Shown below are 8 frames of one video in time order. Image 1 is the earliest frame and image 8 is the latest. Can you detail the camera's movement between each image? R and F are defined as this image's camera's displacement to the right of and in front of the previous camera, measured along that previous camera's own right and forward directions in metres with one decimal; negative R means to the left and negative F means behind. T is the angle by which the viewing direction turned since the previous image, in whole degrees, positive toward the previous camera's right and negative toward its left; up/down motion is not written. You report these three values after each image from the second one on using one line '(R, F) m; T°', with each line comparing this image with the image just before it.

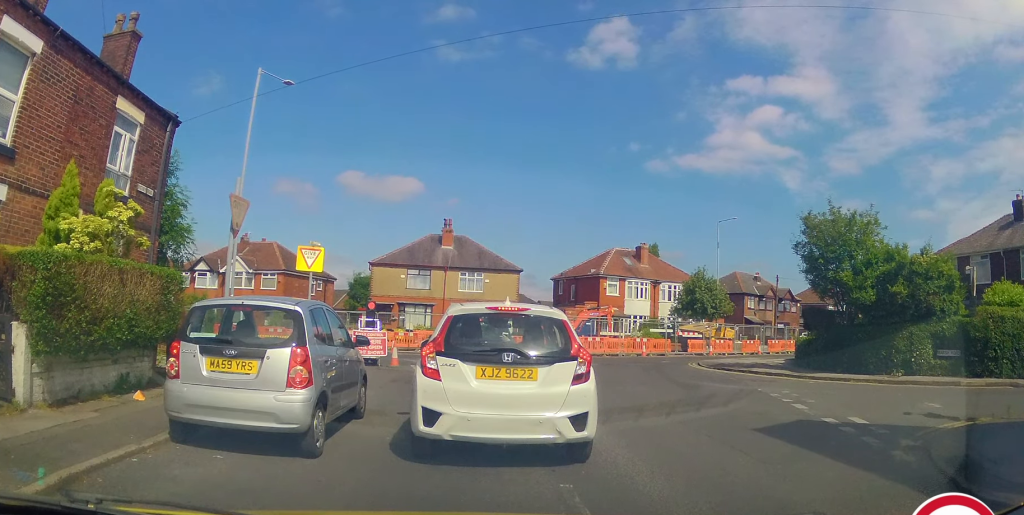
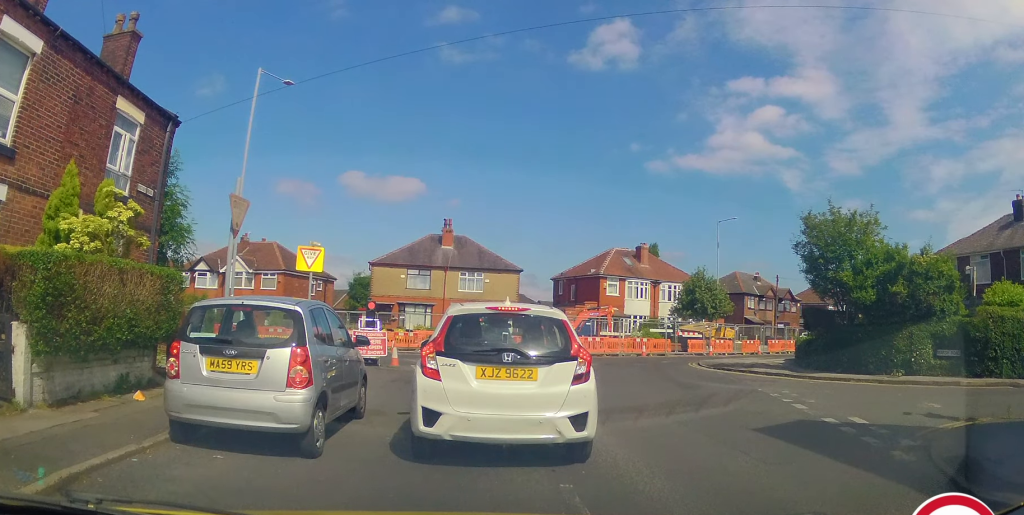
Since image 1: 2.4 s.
(0.0, 0.0) m; 0°
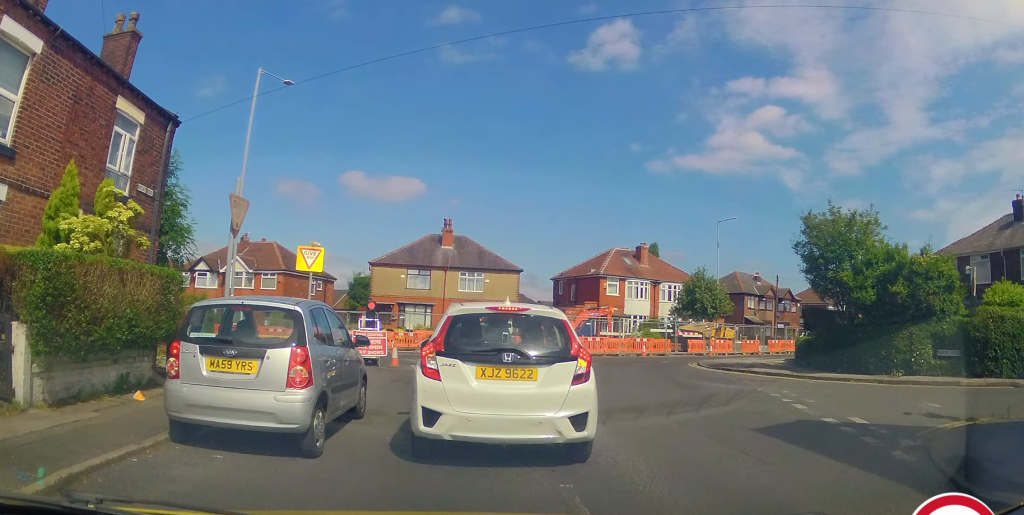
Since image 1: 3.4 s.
(0.0, 0.0) m; 0°
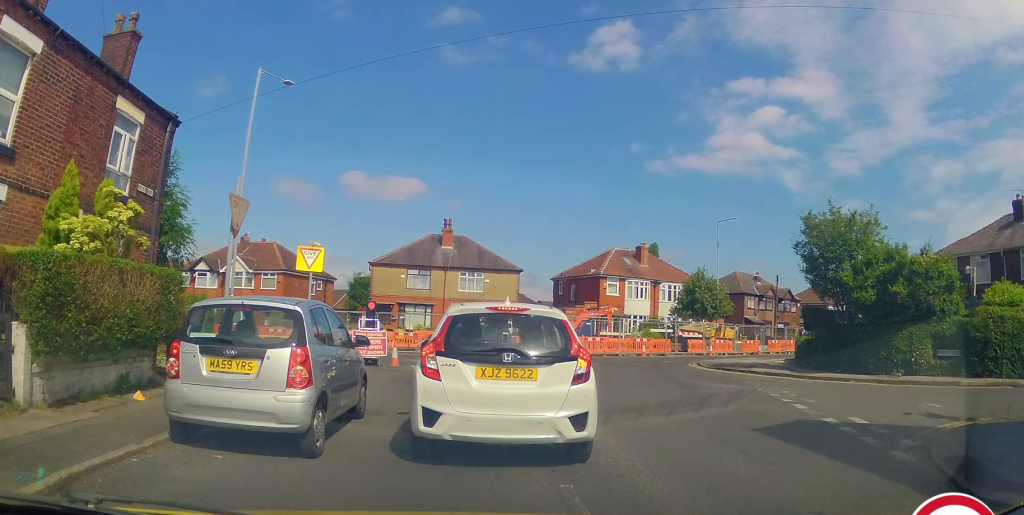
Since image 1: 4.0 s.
(0.0, 0.0) m; 0°
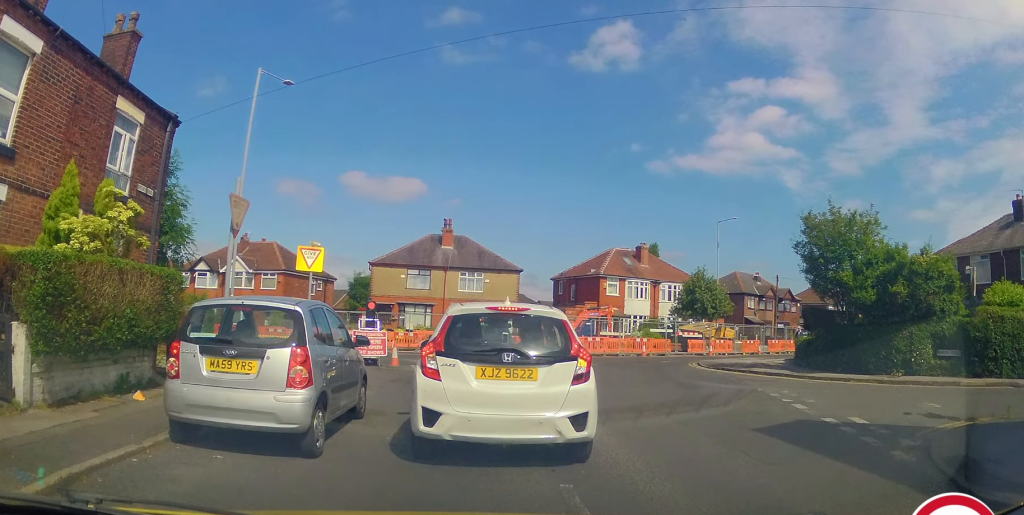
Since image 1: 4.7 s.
(0.0, 0.0) m; 0°
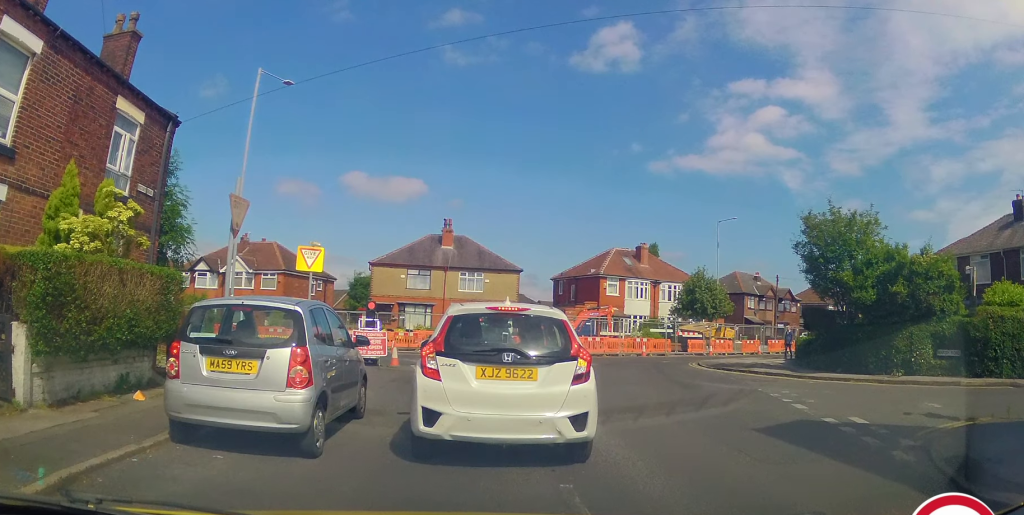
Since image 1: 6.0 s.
(0.0, 0.0) m; 0°
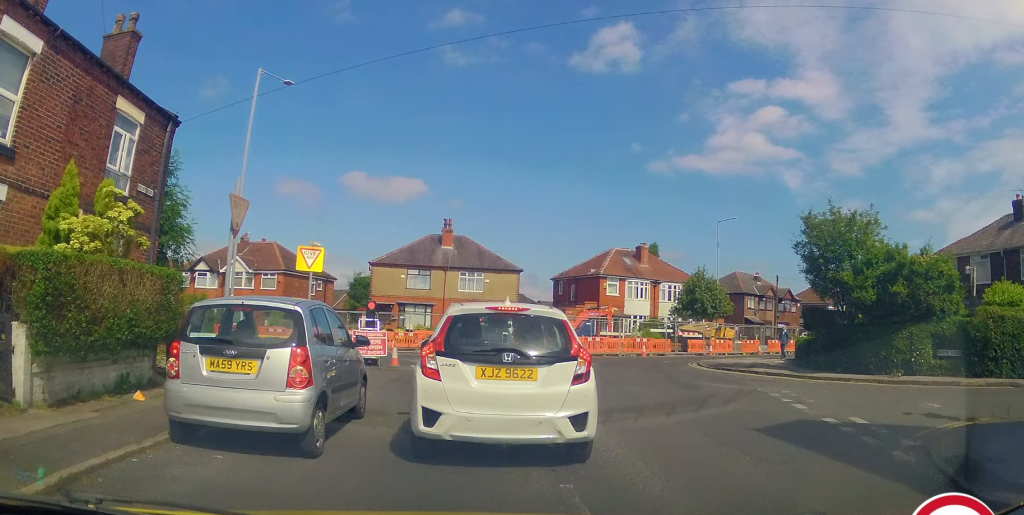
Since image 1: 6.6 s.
(0.0, 0.0) m; 0°
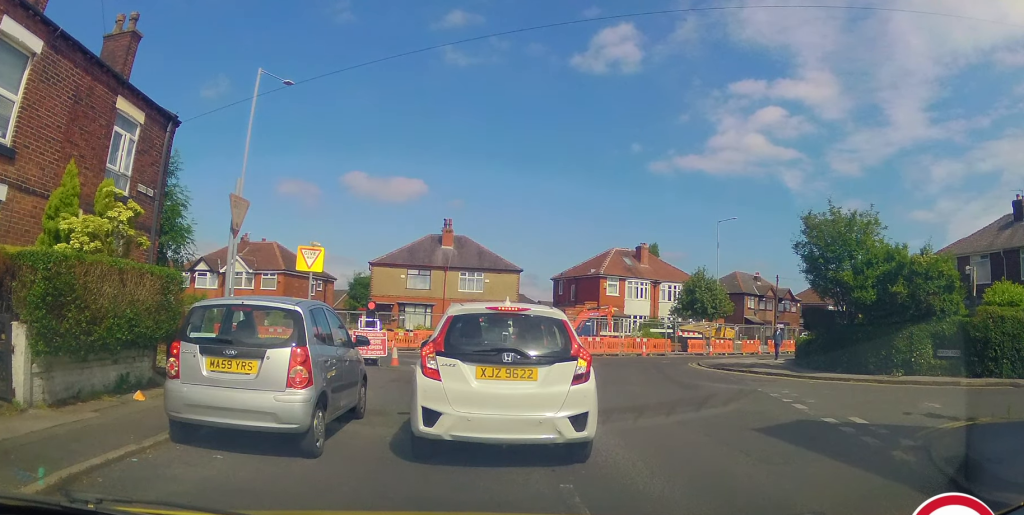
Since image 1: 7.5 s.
(0.0, 0.0) m; 0°
